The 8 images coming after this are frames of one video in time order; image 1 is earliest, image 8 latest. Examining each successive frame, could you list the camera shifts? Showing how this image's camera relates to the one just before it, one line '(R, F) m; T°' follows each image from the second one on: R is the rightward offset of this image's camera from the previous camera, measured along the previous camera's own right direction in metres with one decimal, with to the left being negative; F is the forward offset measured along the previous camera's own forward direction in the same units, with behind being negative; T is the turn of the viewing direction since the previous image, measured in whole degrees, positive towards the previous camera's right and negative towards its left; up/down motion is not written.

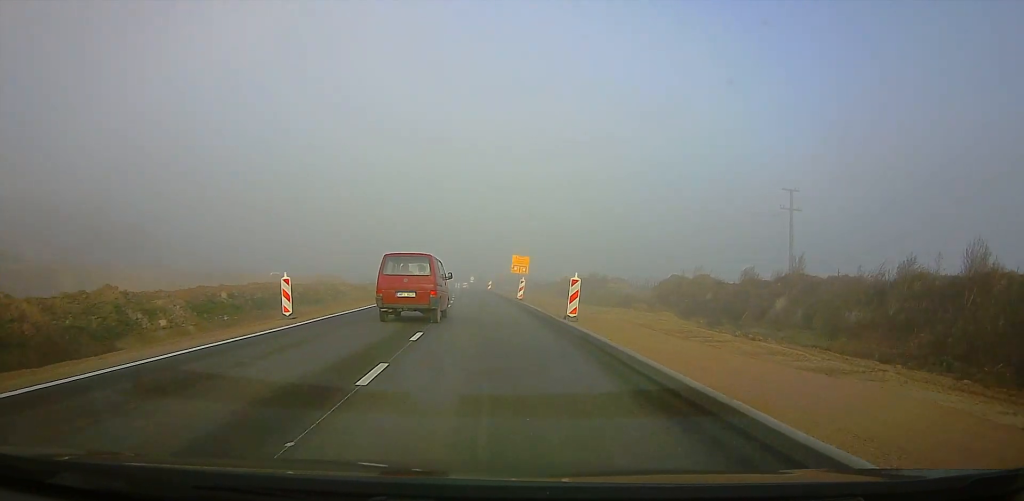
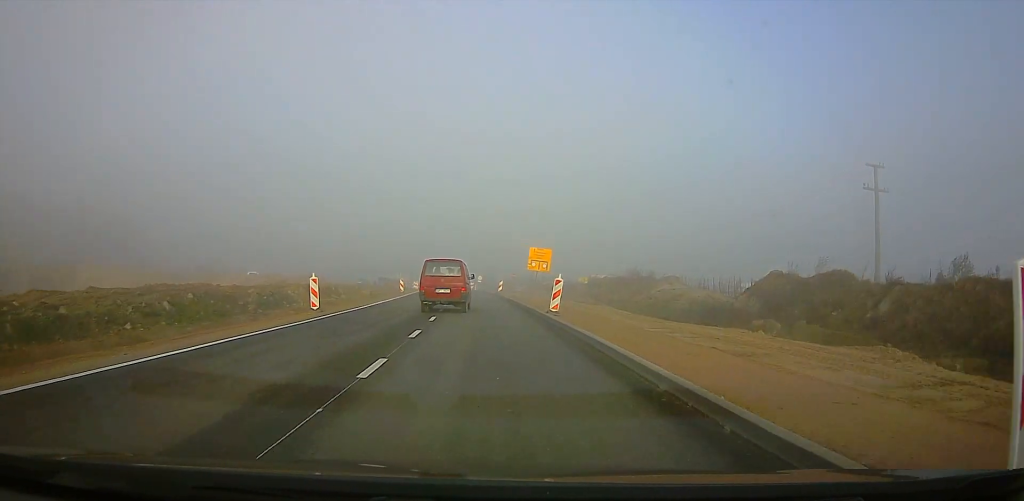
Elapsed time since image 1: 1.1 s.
(-0.2, +17.2) m; -1°
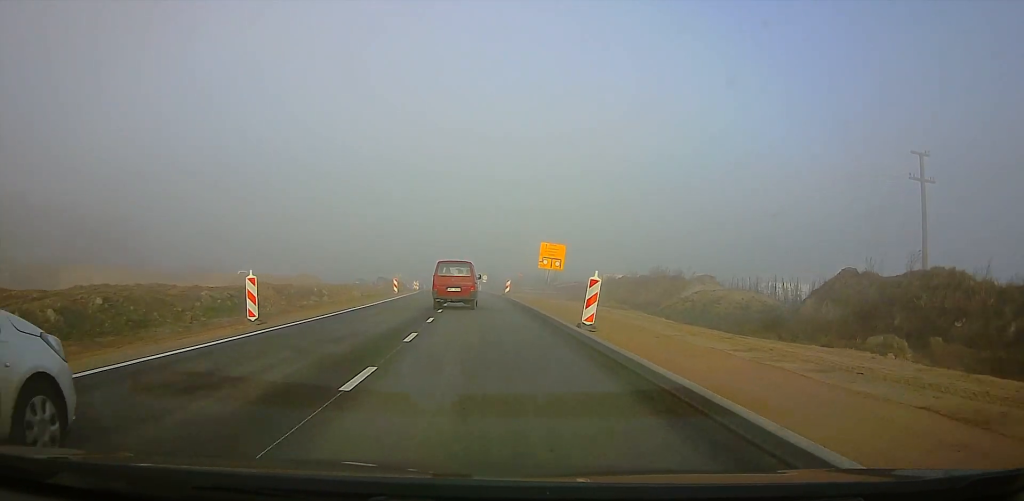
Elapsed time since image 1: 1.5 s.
(0.0, +7.5) m; -1°
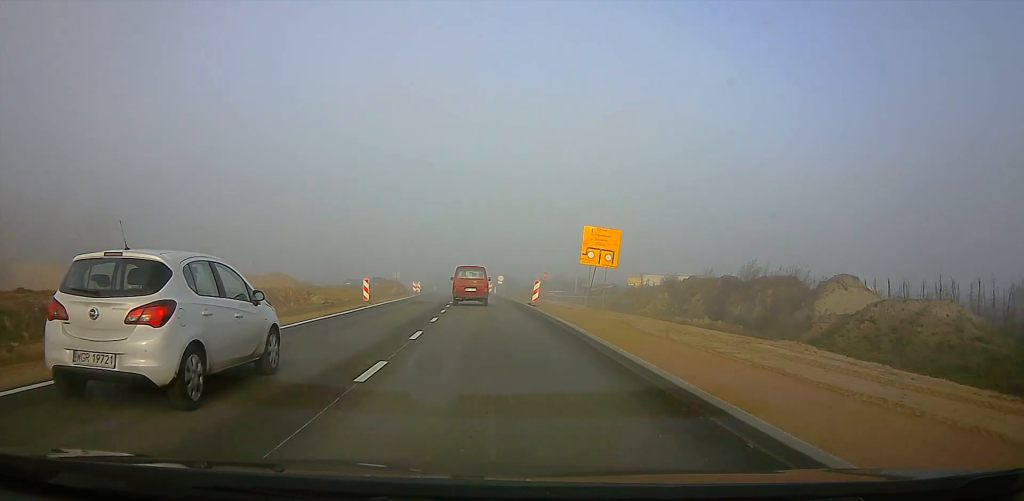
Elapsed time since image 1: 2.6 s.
(-0.1, +20.0) m; -2°
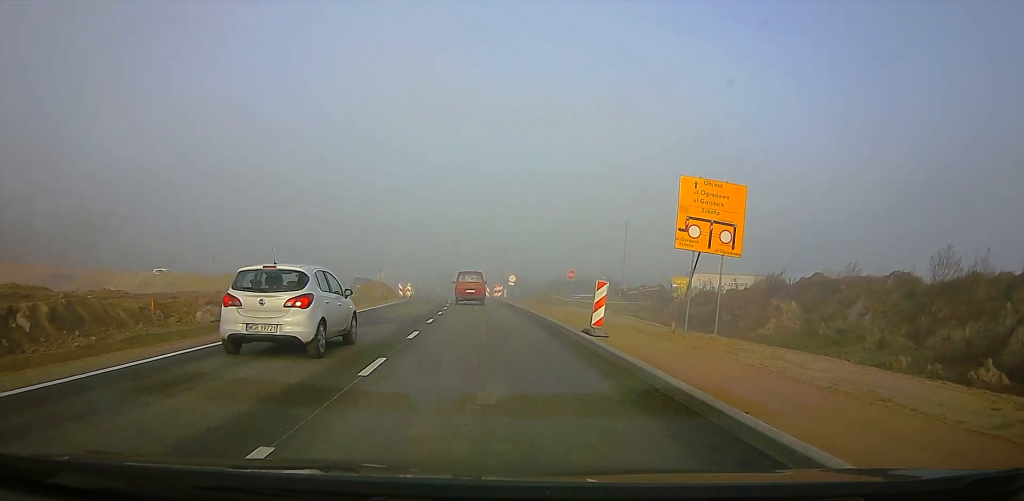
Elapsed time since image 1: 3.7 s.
(-0.6, +18.9) m; -2°
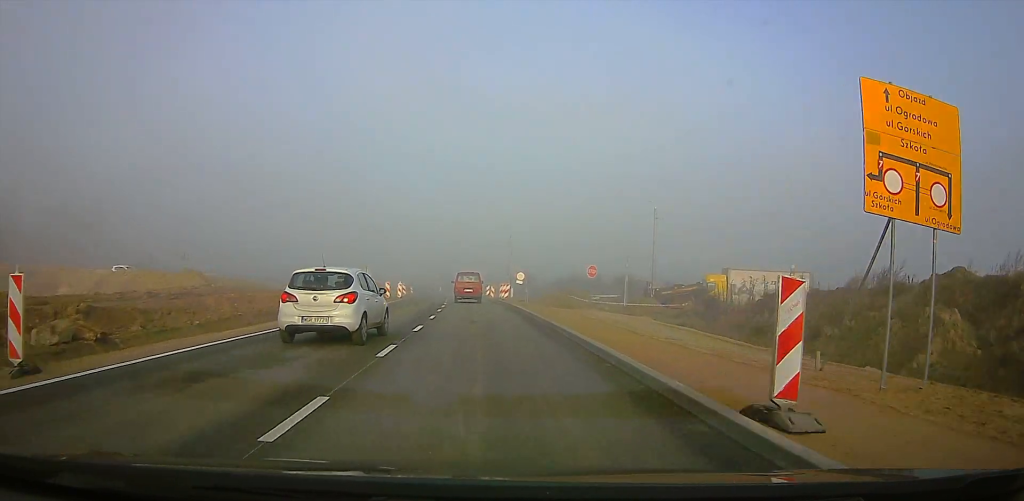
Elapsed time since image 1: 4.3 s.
(-0.1, +10.2) m; 0°
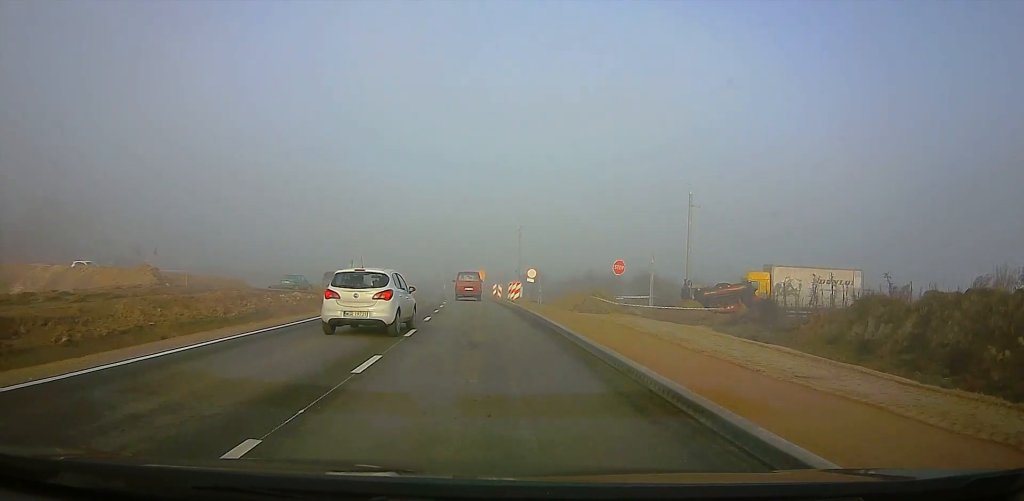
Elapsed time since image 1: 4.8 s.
(0.0, +8.5) m; 0°
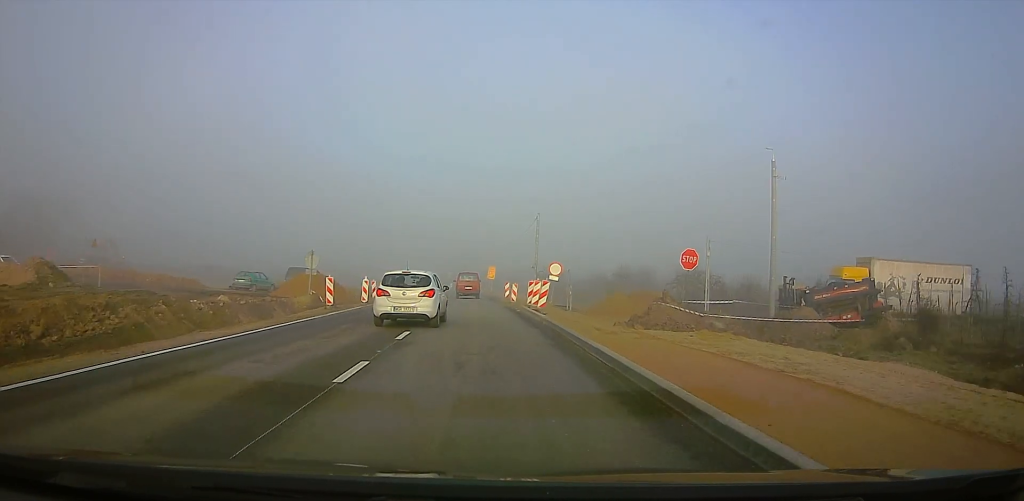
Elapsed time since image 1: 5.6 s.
(0.0, +13.3) m; +1°
